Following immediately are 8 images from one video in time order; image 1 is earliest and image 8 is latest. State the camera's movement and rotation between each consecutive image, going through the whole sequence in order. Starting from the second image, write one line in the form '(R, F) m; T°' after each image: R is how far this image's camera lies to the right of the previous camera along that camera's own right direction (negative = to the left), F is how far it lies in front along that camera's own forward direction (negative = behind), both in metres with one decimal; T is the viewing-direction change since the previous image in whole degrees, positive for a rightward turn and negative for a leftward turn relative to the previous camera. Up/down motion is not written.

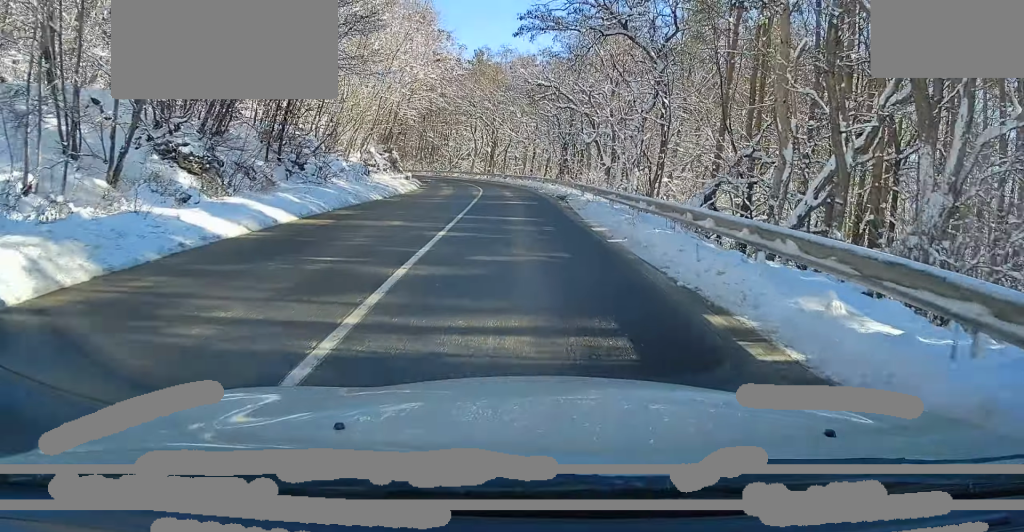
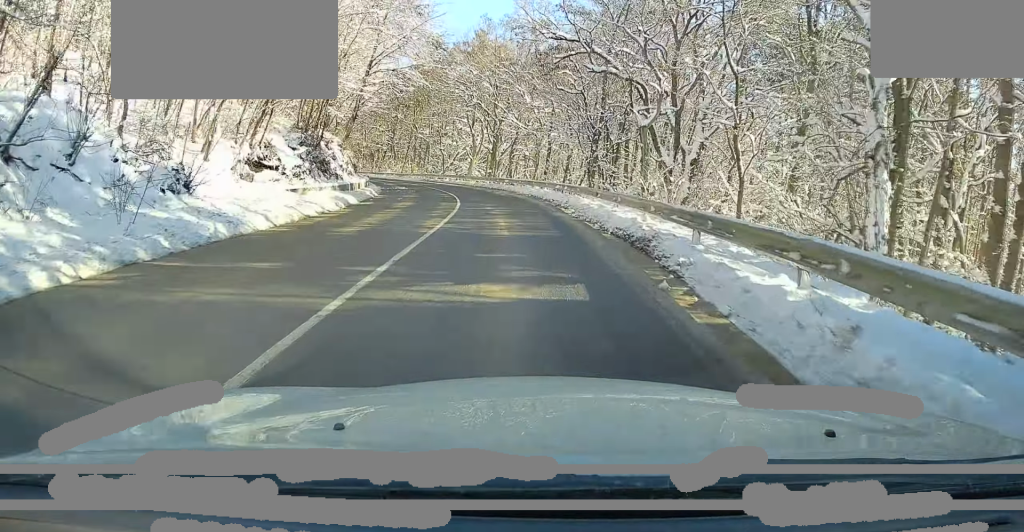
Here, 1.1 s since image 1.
(-0.1, +17.8) m; -1°
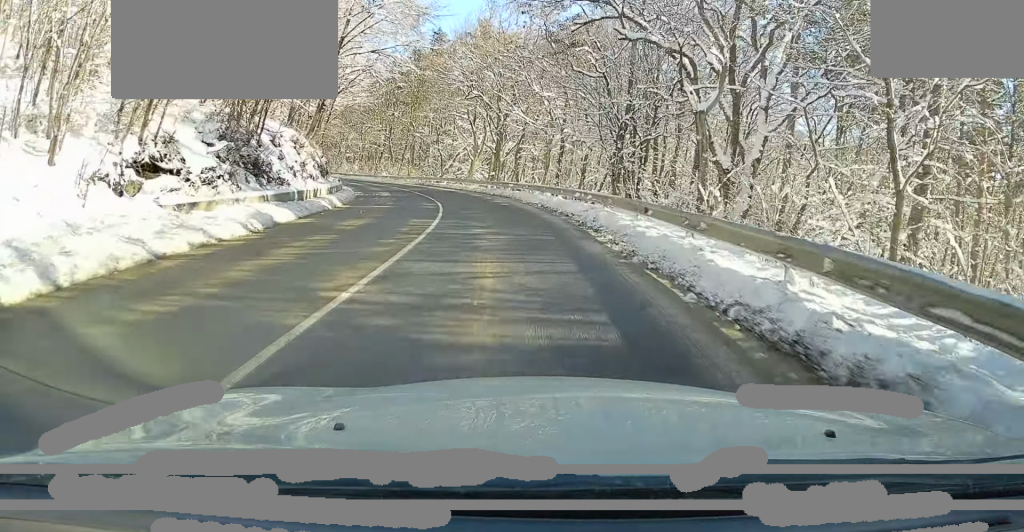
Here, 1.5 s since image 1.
(-0.1, +7.8) m; -1°
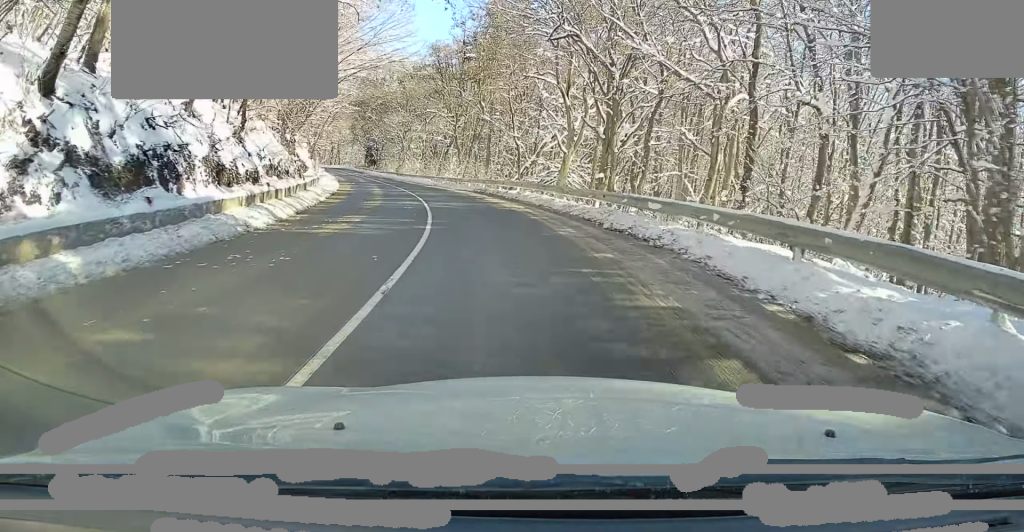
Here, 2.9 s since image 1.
(-0.9, +22.6) m; -6°
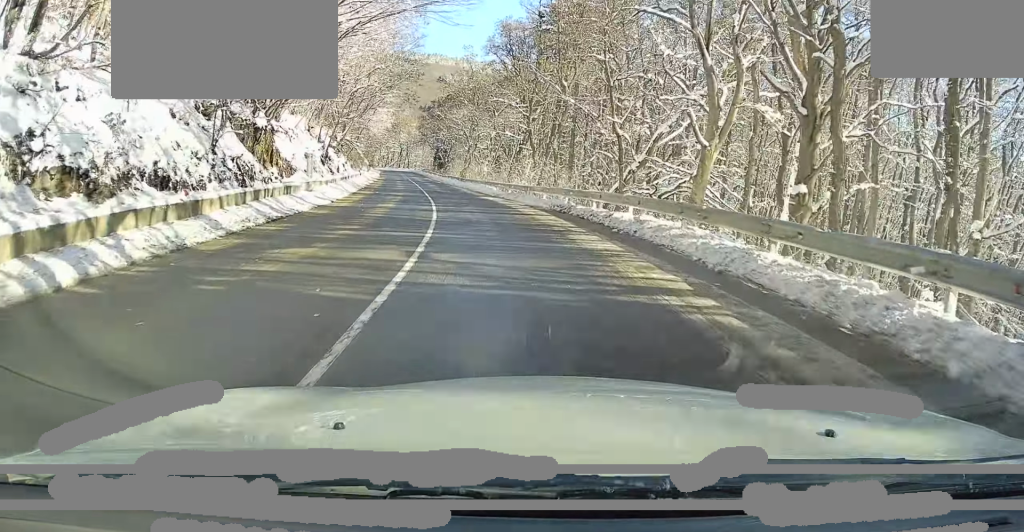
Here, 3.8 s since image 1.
(-0.8, +15.0) m; -6°
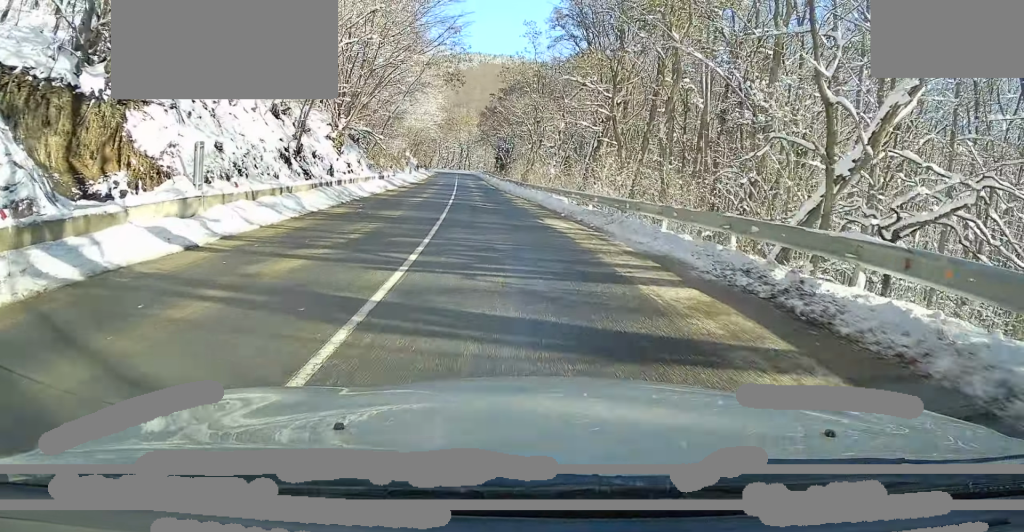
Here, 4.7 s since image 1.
(-0.7, +14.5) m; -6°
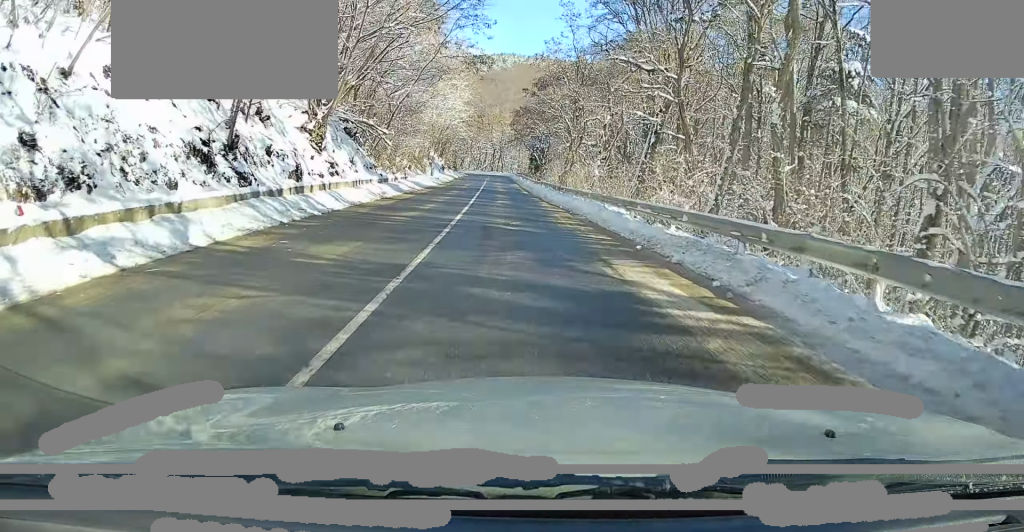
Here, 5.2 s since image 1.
(-0.4, +8.3) m; -3°
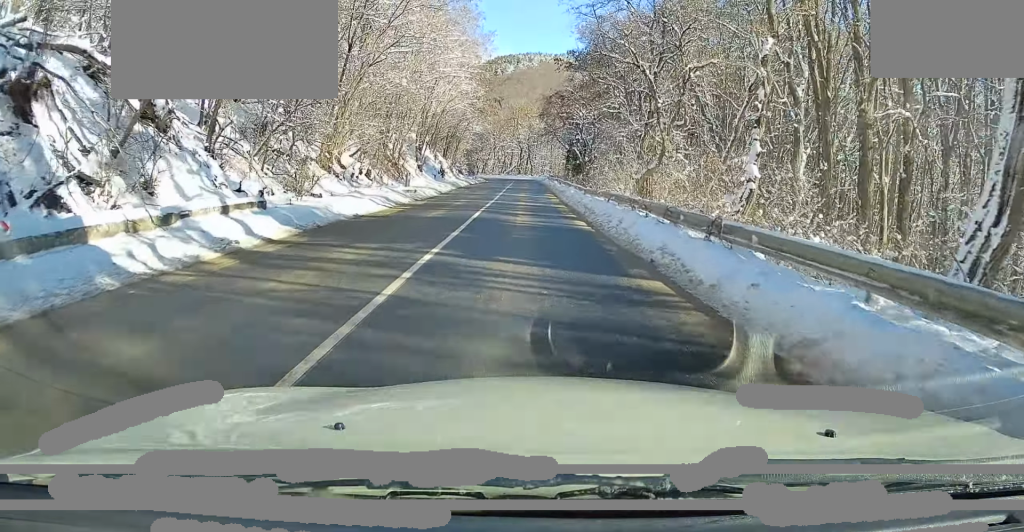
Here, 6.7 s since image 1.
(-1.3, +25.1) m; -4°
